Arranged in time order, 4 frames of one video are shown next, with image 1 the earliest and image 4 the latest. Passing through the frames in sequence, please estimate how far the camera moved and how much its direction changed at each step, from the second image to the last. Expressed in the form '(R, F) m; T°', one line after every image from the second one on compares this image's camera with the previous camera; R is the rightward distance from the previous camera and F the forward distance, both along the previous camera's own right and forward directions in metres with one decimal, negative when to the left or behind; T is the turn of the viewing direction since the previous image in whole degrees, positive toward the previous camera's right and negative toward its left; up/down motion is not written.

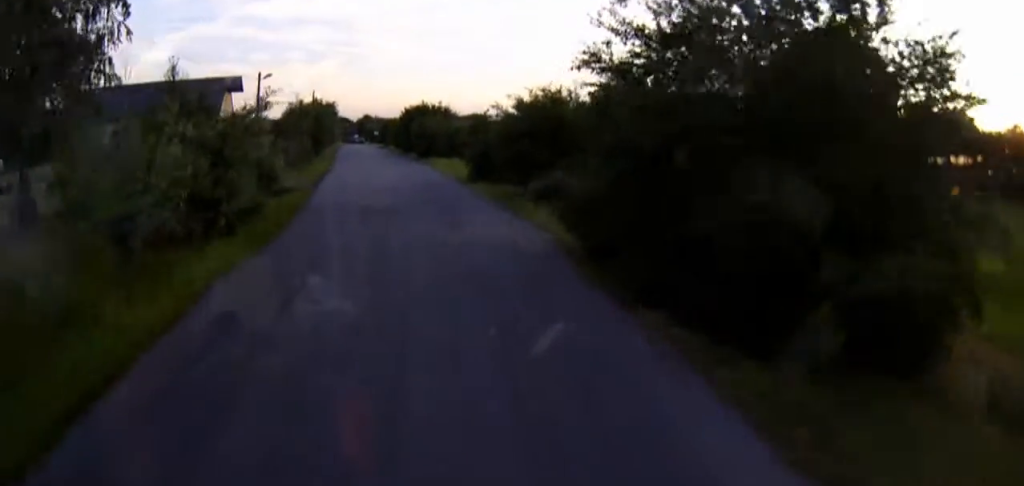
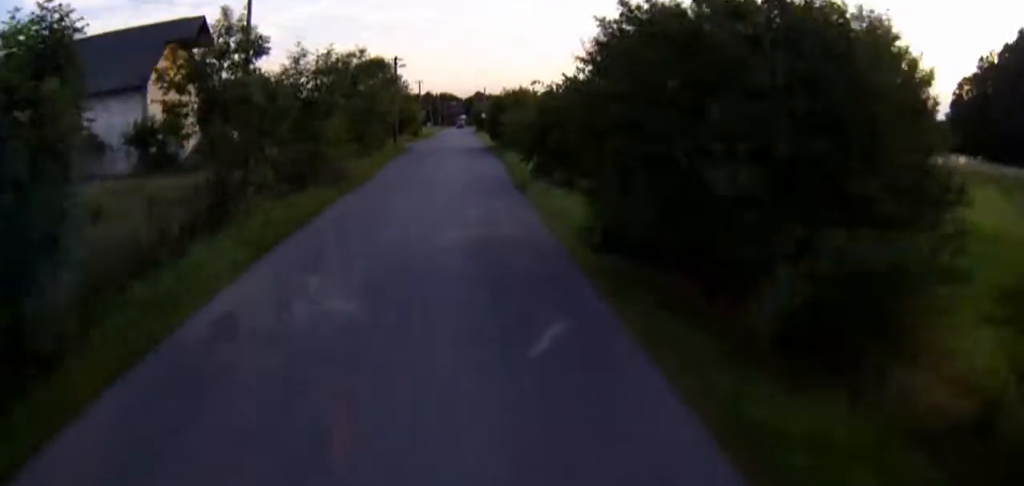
(-2.6, +55.2) m; -3°
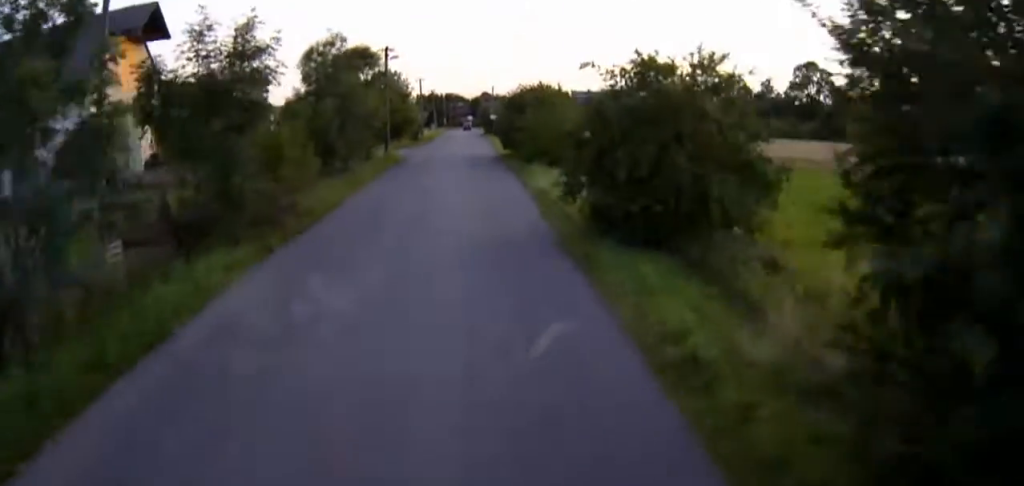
(0.0, +9.9) m; -1°
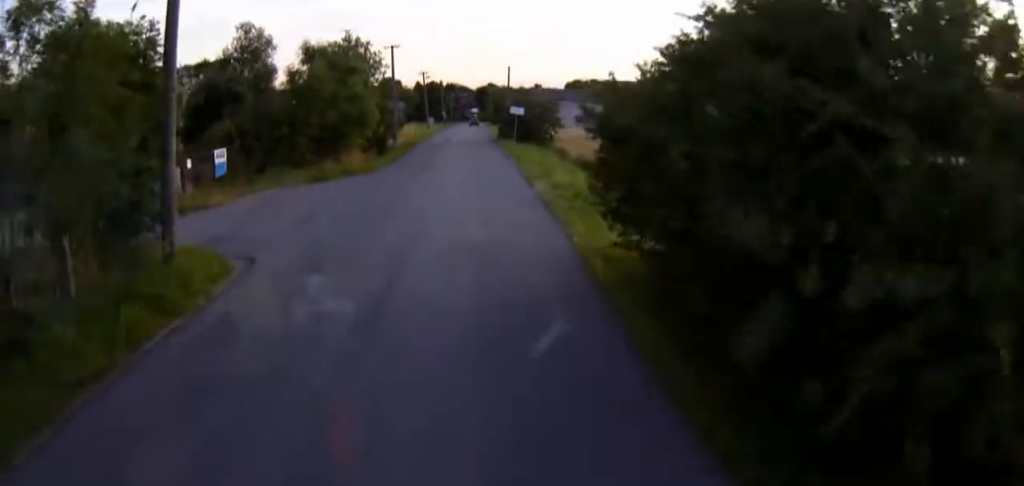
(-0.6, +33.9) m; -2°
